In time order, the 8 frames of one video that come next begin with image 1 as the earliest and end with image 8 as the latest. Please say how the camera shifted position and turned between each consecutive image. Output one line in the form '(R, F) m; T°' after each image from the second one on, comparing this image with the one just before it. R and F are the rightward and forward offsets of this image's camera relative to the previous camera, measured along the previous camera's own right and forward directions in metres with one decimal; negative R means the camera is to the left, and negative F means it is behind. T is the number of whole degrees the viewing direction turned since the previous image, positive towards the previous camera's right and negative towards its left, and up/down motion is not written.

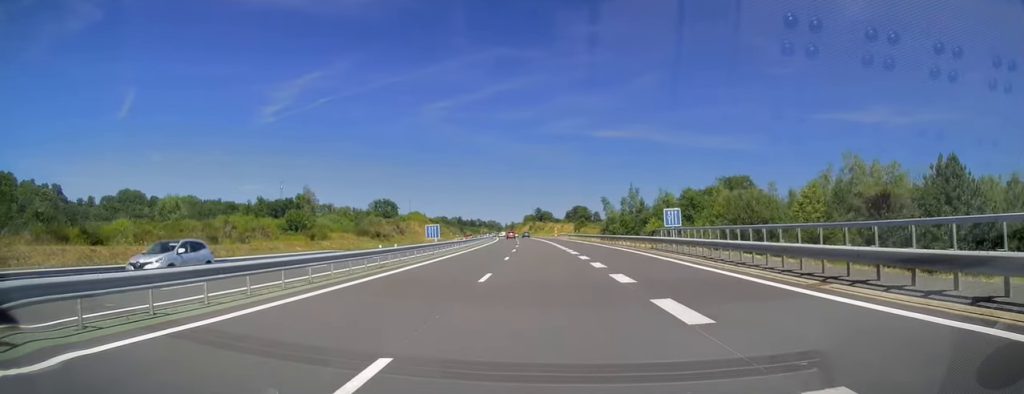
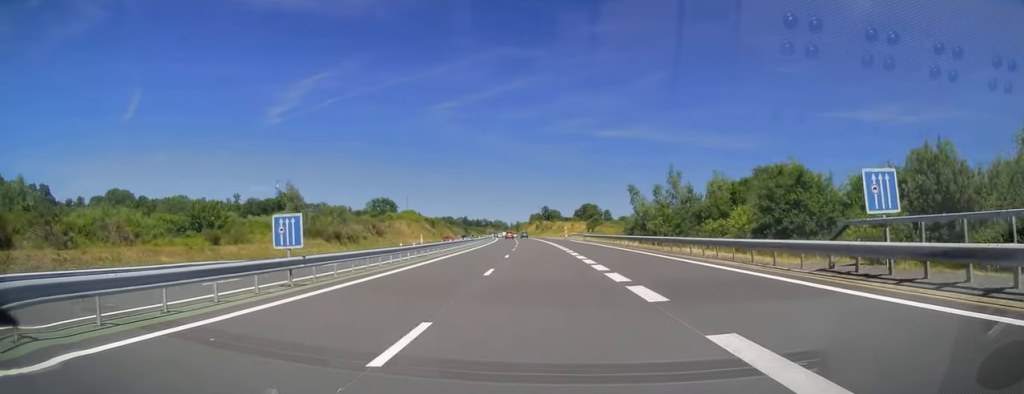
(0.0, +23.5) m; 0°
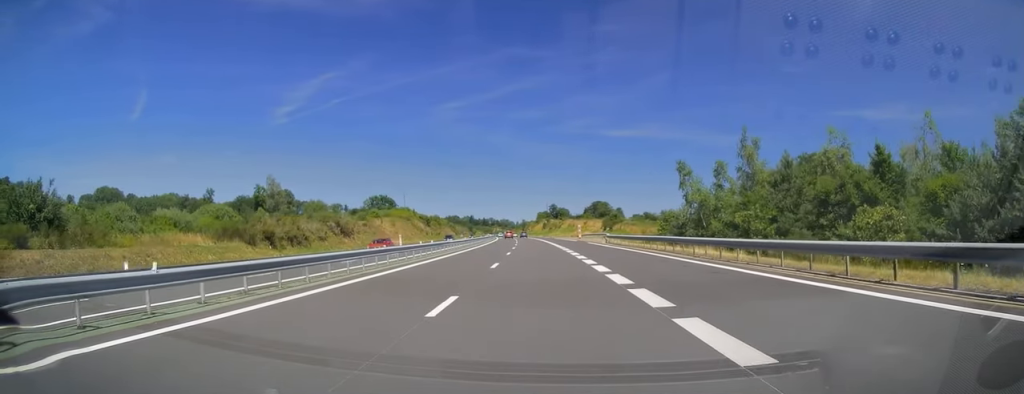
(-0.1, +22.5) m; -1°
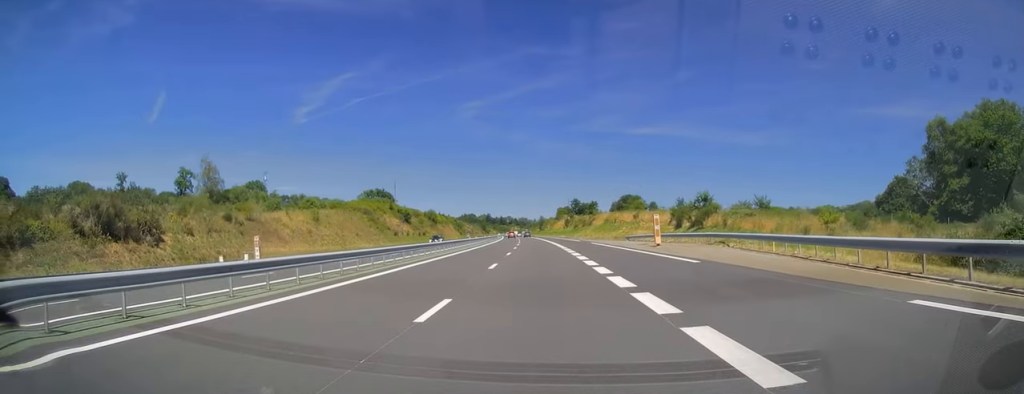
(-0.9, +52.9) m; -2°
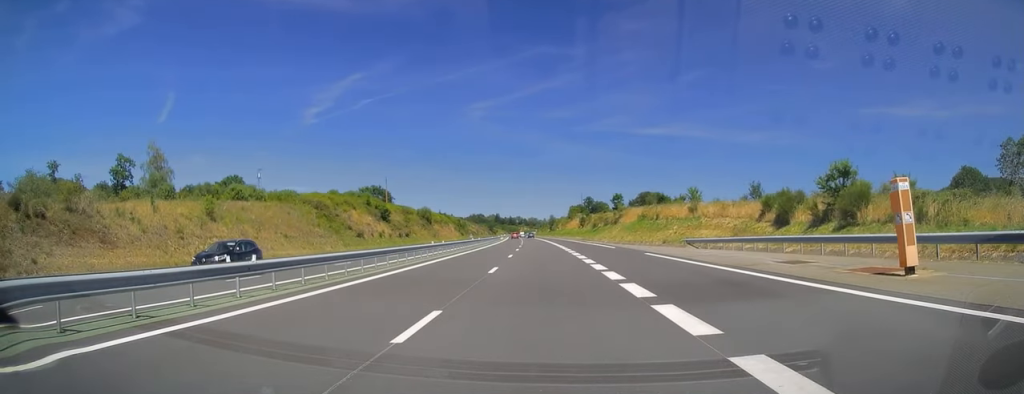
(-0.3, +27.9) m; -1°
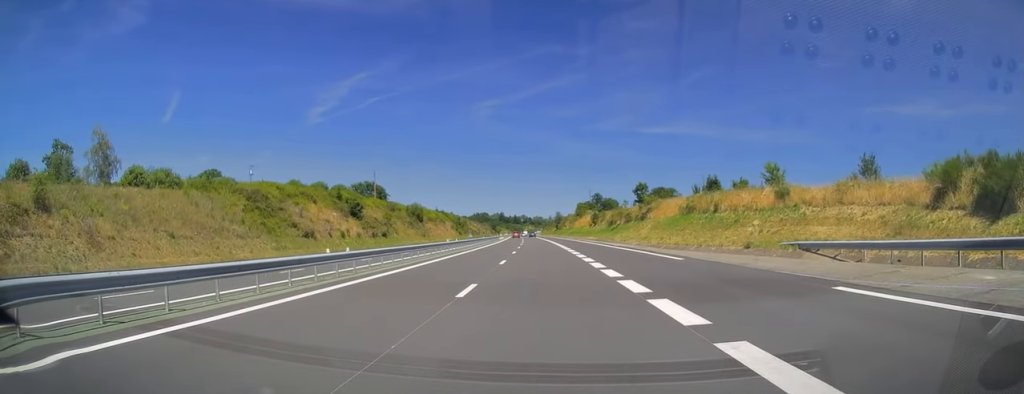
(-0.2, +21.1) m; -1°
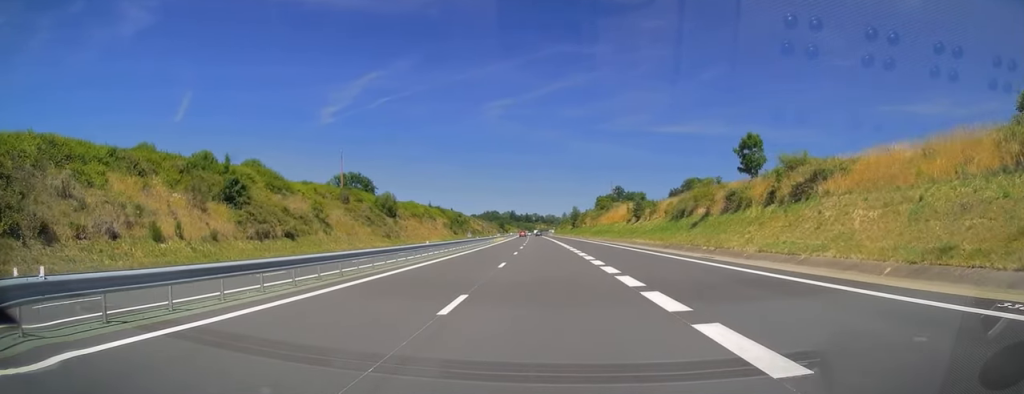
(-0.2, +42.1) m; -1°
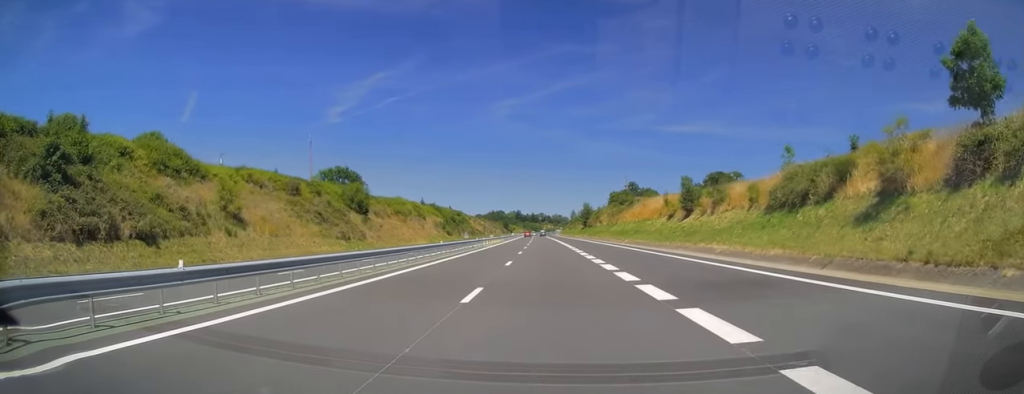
(-0.2, +24.5) m; -1°
